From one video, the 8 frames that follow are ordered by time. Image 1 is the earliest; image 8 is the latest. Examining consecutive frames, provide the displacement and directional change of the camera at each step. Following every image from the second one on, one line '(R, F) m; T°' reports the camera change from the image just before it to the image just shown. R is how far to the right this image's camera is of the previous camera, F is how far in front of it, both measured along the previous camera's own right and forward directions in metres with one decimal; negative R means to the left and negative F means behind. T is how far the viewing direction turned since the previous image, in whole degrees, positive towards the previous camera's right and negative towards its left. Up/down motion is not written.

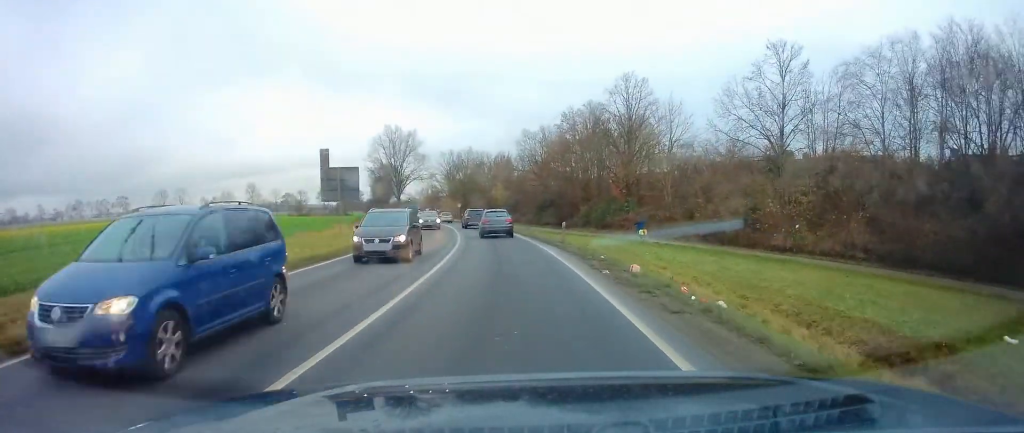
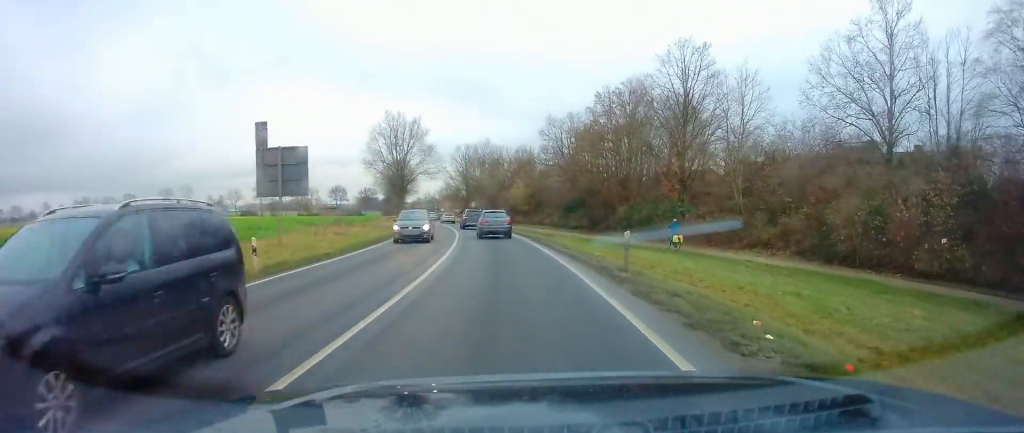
(-0.3, +11.8) m; -3°
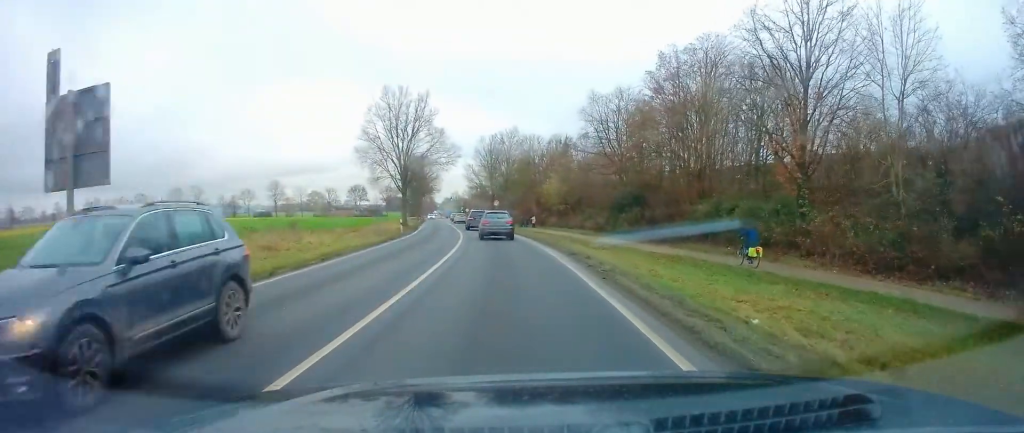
(-0.3, +14.6) m; -2°
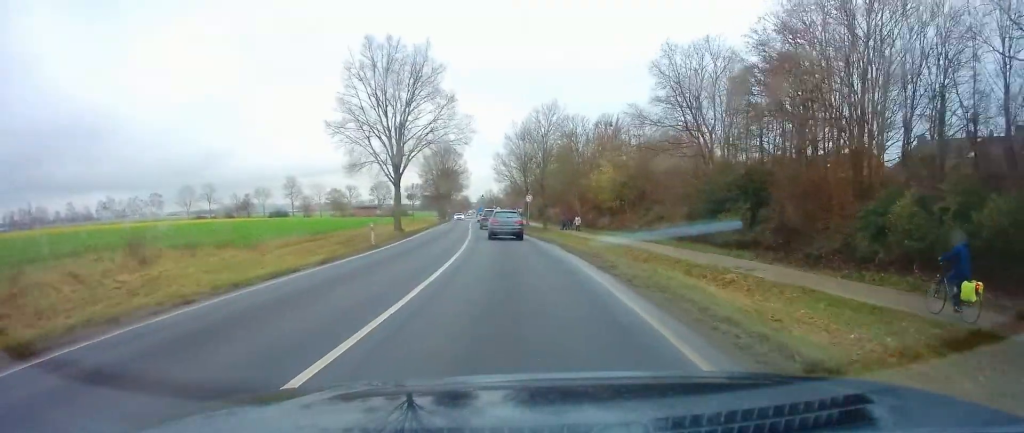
(-0.2, +16.7) m; -4°
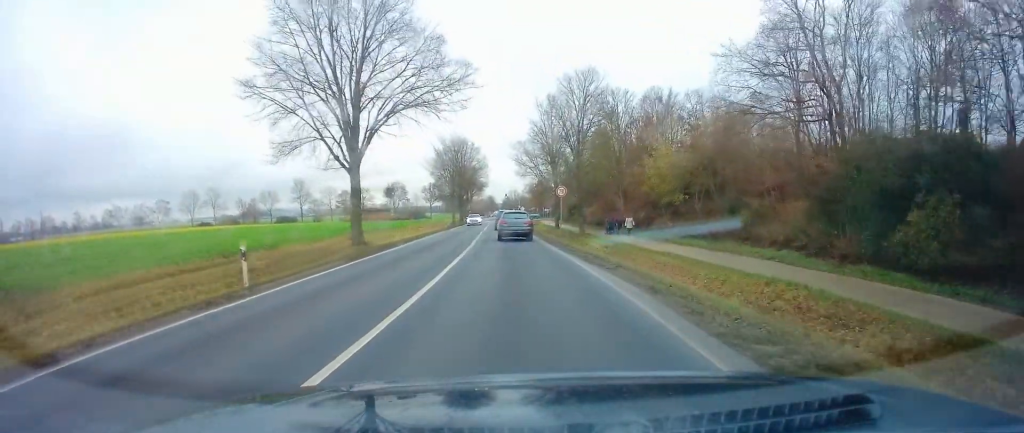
(-0.6, +14.6) m; -3°
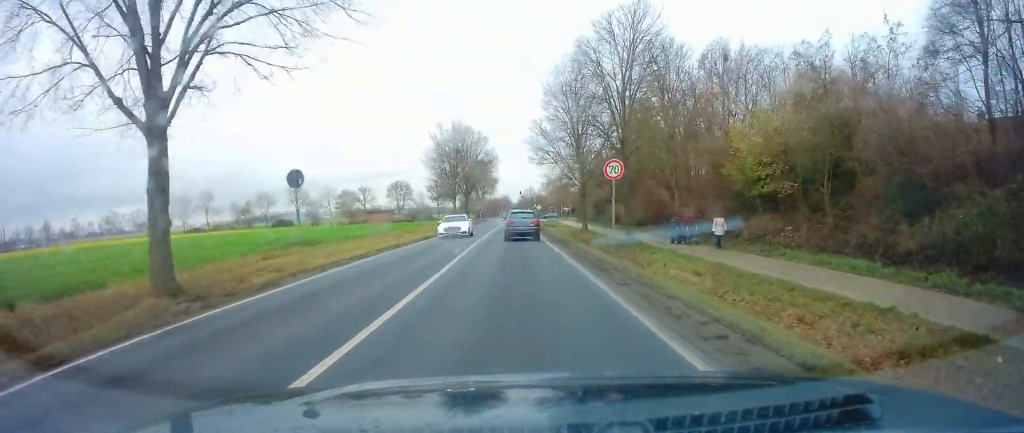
(0.0, +14.9) m; -1°
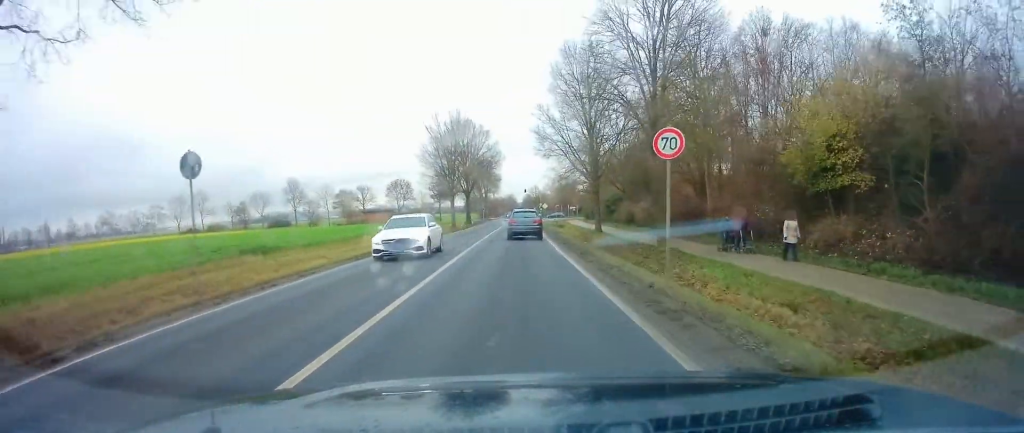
(-0.1, +6.1) m; 0°
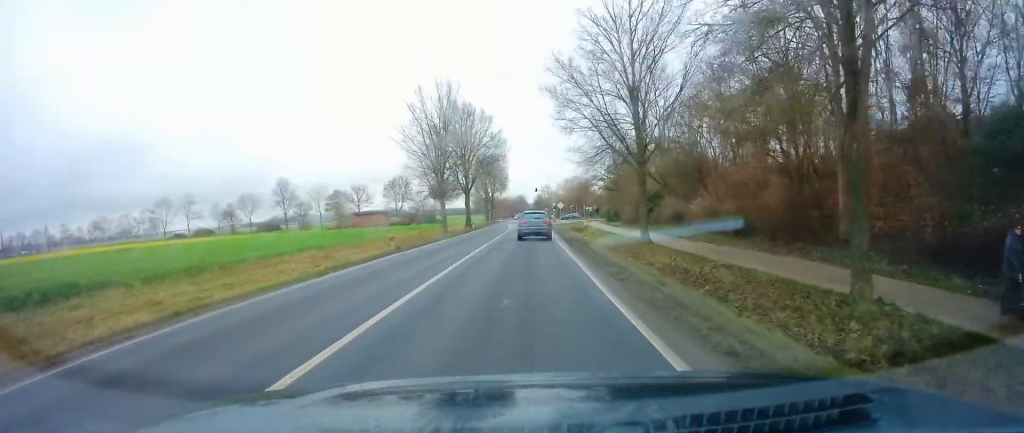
(-0.1, +14.1) m; -1°
